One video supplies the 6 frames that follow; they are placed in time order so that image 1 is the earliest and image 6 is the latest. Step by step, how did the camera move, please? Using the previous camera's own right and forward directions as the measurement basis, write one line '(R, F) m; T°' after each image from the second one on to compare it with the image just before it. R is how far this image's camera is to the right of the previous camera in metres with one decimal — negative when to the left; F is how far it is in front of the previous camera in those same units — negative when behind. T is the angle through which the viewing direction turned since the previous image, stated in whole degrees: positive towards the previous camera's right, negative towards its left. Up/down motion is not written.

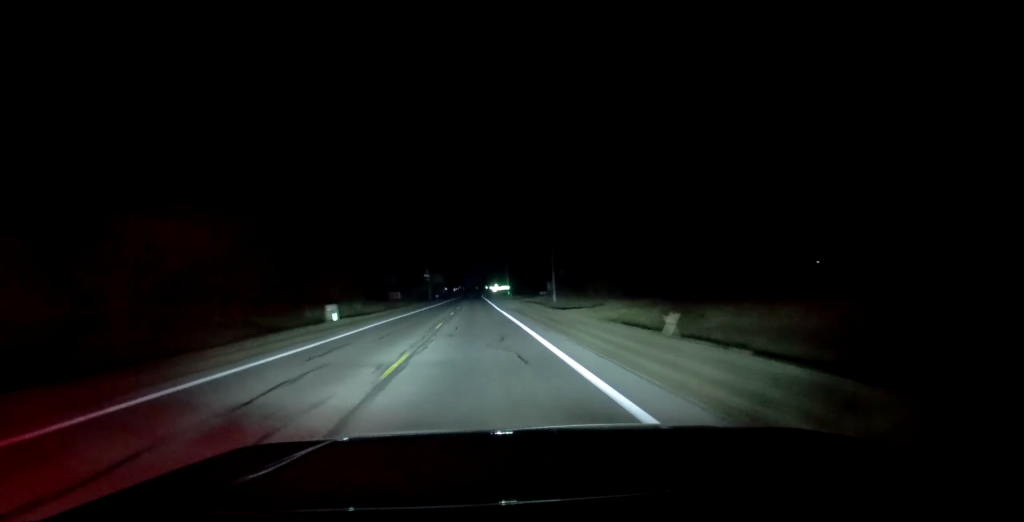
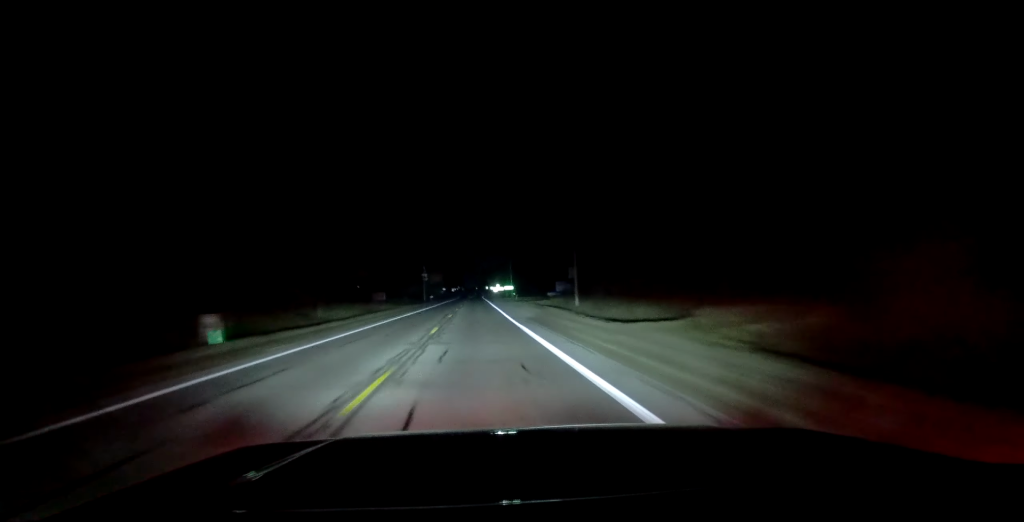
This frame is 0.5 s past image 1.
(+0.1, +18.2) m; 0°
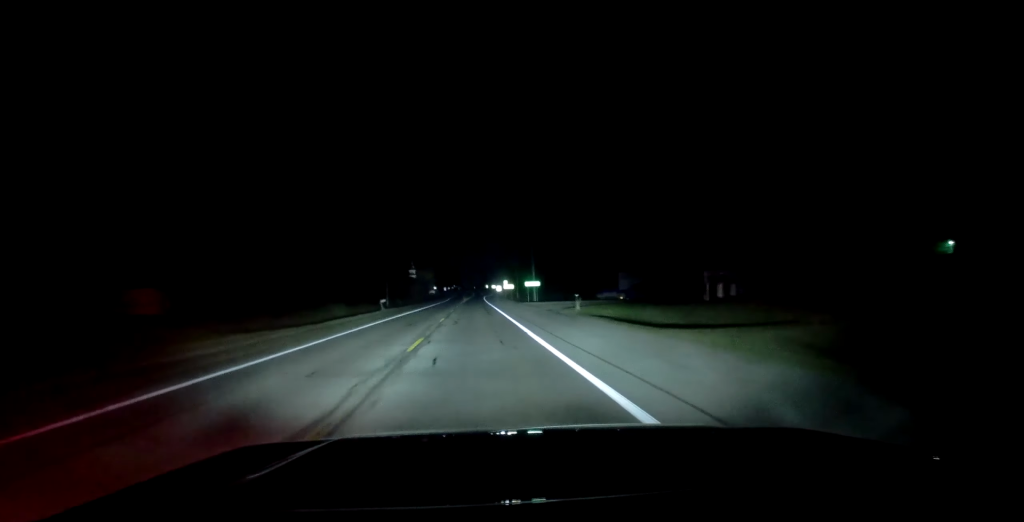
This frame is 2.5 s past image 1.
(-0.6, +66.8) m; 0°
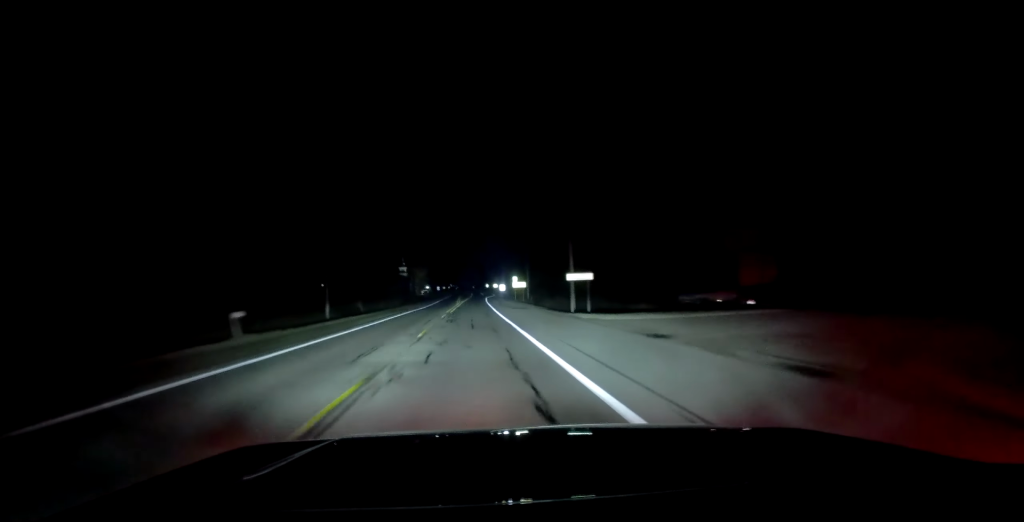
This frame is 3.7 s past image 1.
(+0.3, +39.7) m; 0°
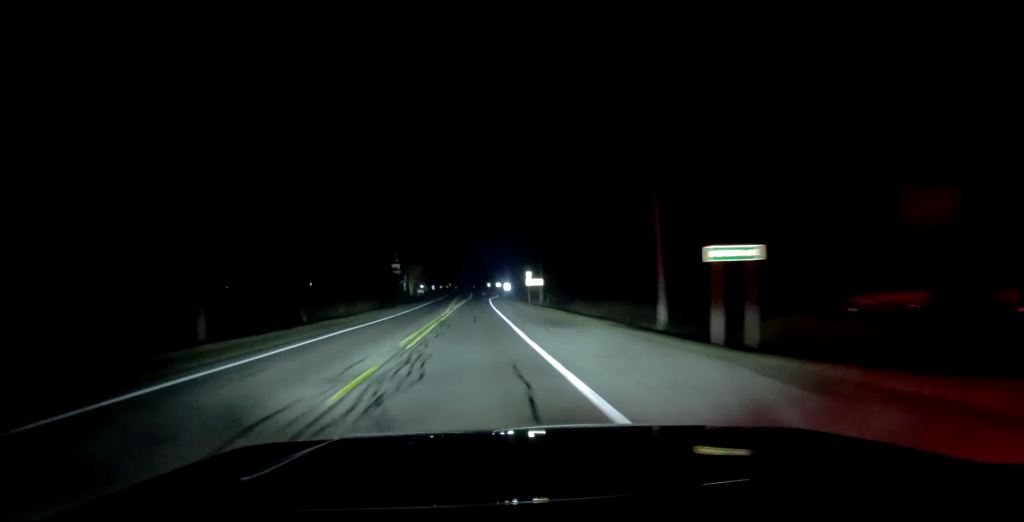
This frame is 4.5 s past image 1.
(-0.3, +28.4) m; -1°
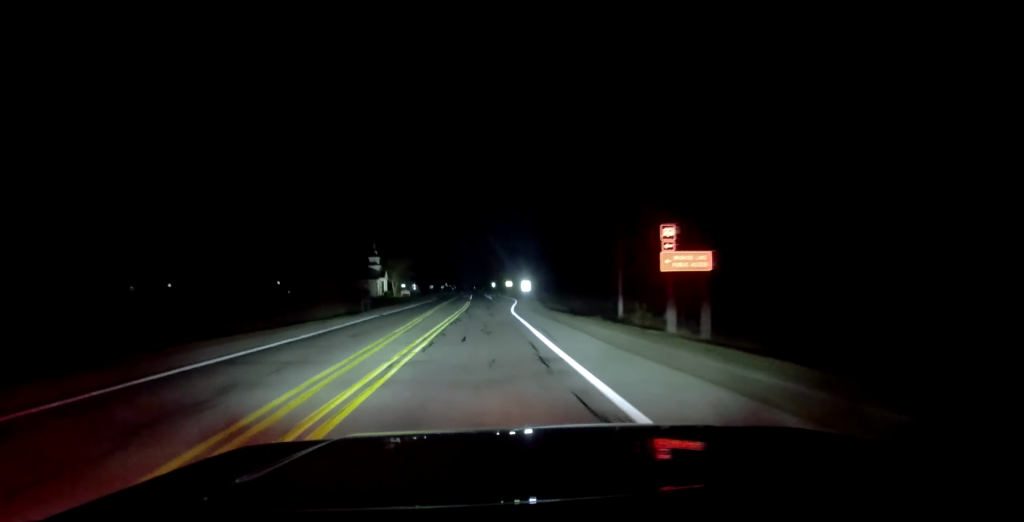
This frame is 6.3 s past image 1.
(0.0, +61.1) m; -1°
